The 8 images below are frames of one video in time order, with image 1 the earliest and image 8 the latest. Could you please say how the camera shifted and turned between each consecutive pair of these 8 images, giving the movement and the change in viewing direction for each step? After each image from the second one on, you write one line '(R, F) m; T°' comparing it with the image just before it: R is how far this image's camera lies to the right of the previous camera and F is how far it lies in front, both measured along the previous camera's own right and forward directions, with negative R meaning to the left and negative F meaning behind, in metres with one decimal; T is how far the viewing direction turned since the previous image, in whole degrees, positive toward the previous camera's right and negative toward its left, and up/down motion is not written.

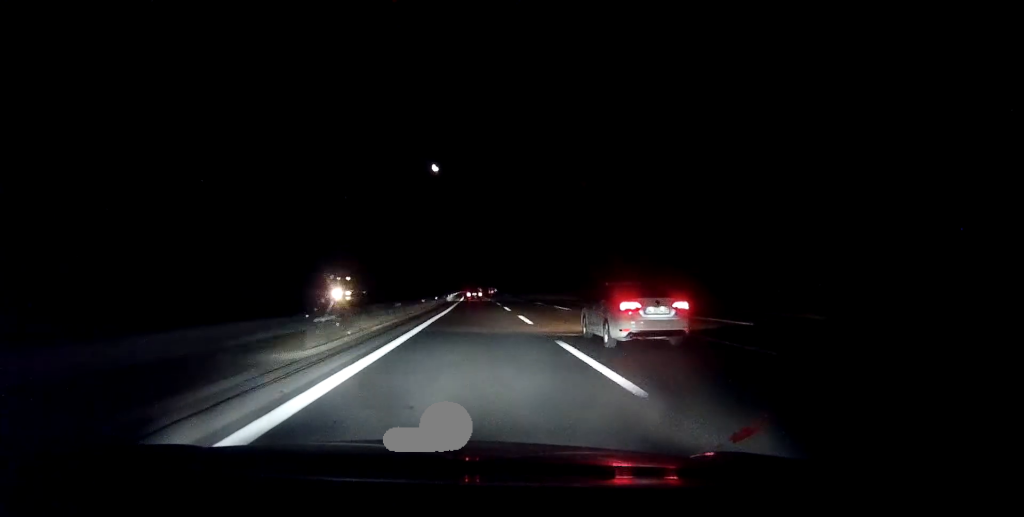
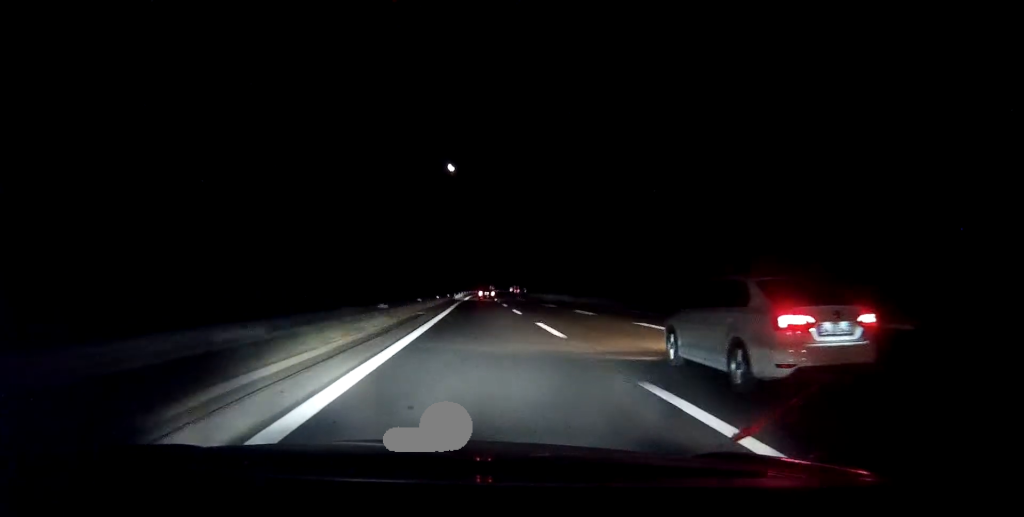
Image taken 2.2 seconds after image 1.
(-1.8, +126.1) m; -2°
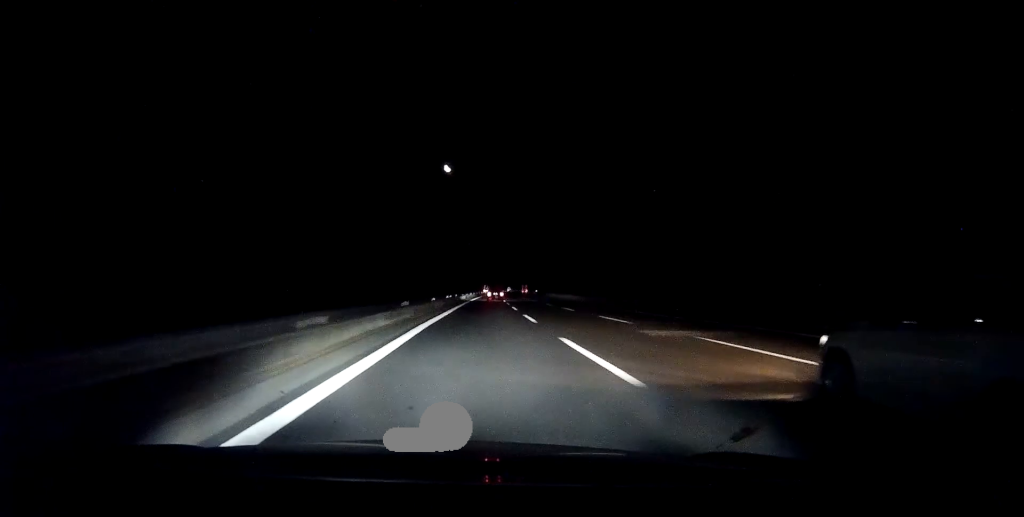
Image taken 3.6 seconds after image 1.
(-1.0, +82.2) m; -1°
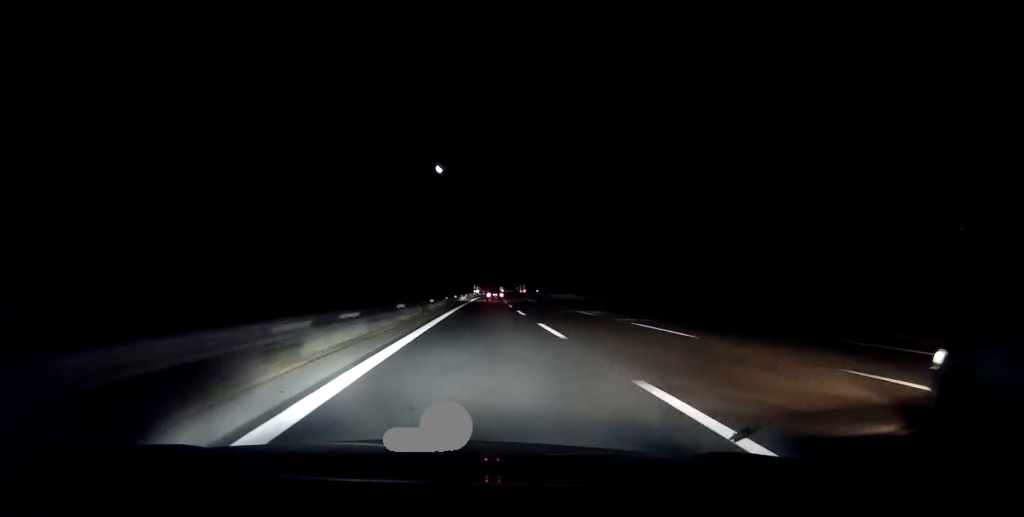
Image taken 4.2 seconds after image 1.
(-0.1, +37.6) m; 0°
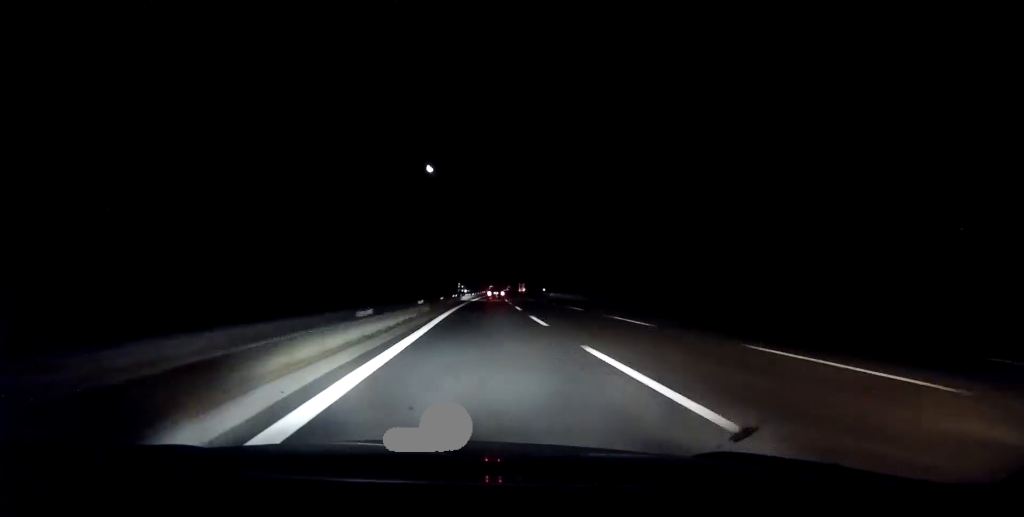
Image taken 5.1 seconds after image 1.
(+0.2, +54.3) m; +1°
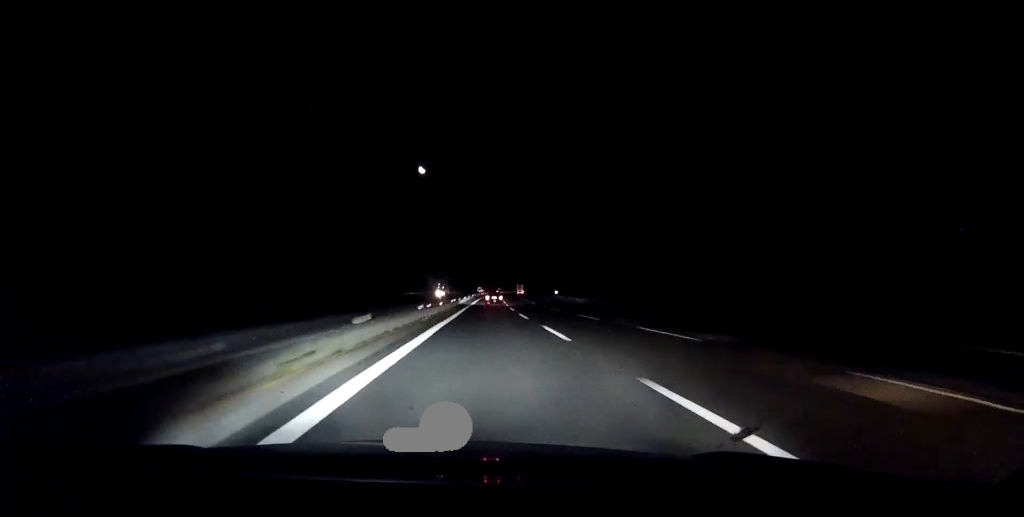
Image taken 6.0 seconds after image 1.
(+0.5, +49.7) m; +1°
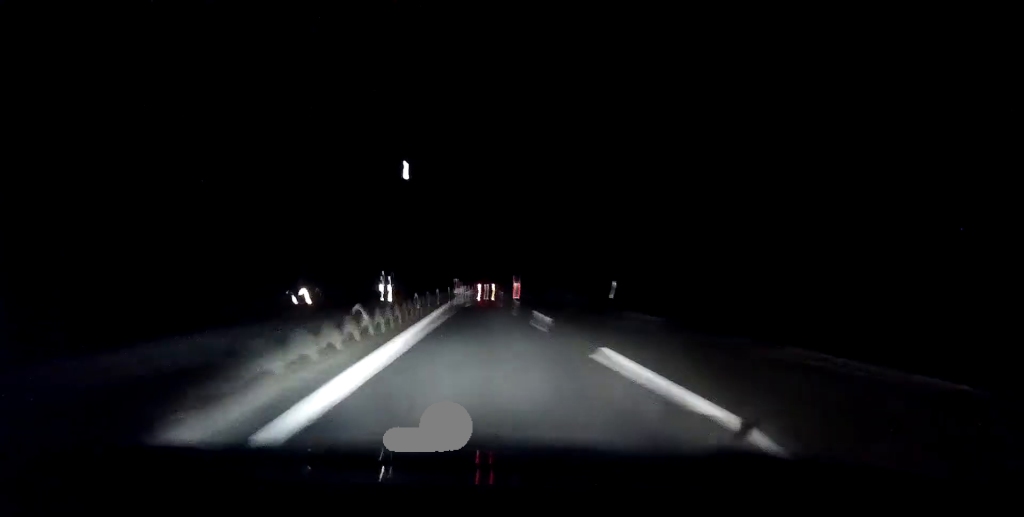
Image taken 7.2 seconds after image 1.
(+0.2, +71.0) m; +1°
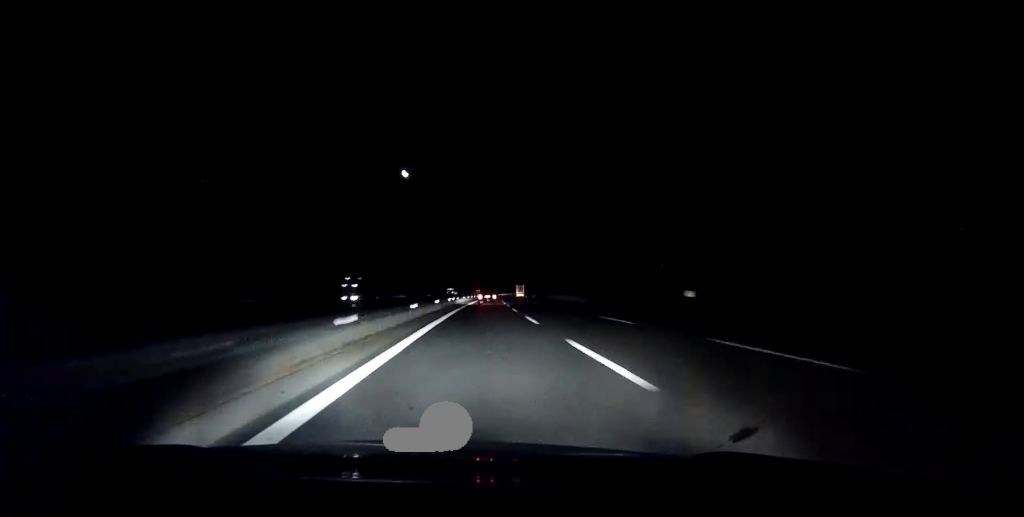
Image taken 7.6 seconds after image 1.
(+0.3, +26.1) m; +1°
